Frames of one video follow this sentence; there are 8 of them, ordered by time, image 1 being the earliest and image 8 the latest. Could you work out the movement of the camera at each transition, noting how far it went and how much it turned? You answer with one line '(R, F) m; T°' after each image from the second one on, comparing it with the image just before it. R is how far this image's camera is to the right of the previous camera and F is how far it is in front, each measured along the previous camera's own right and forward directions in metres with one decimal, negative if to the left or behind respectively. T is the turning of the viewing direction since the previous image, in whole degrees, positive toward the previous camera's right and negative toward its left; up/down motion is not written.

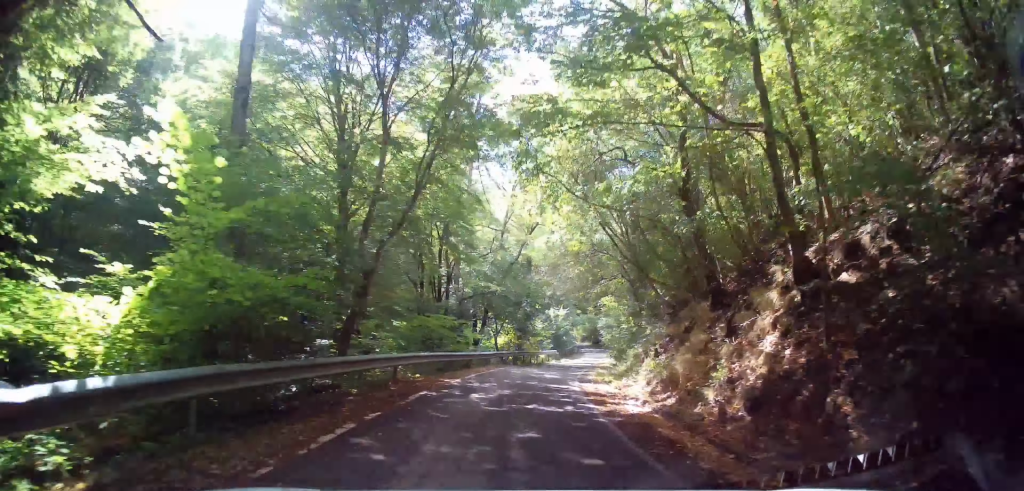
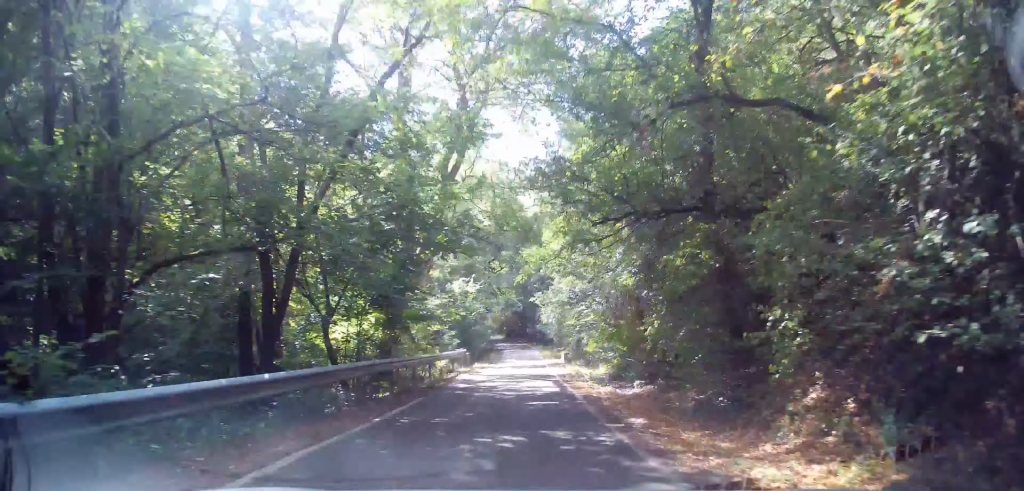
(+0.7, +22.7) m; +6°
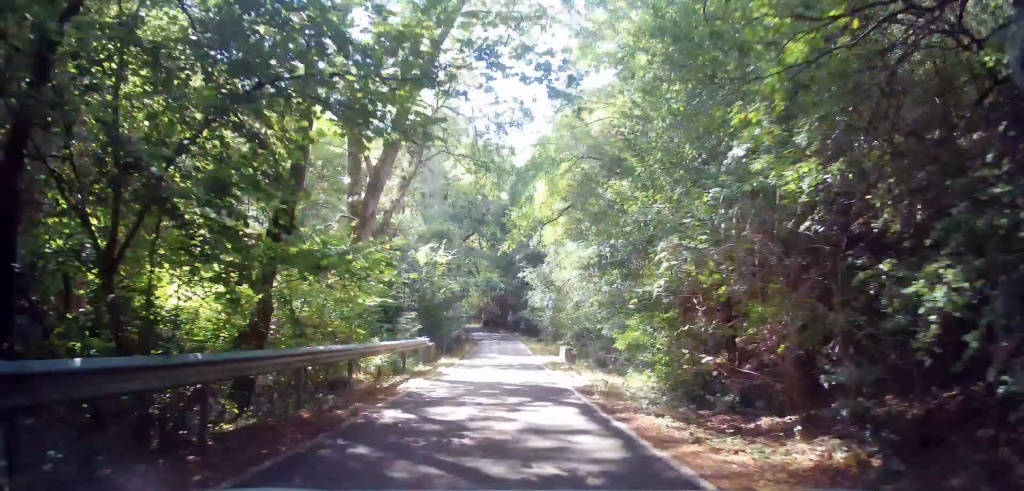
(+0.5, +8.4) m; +4°
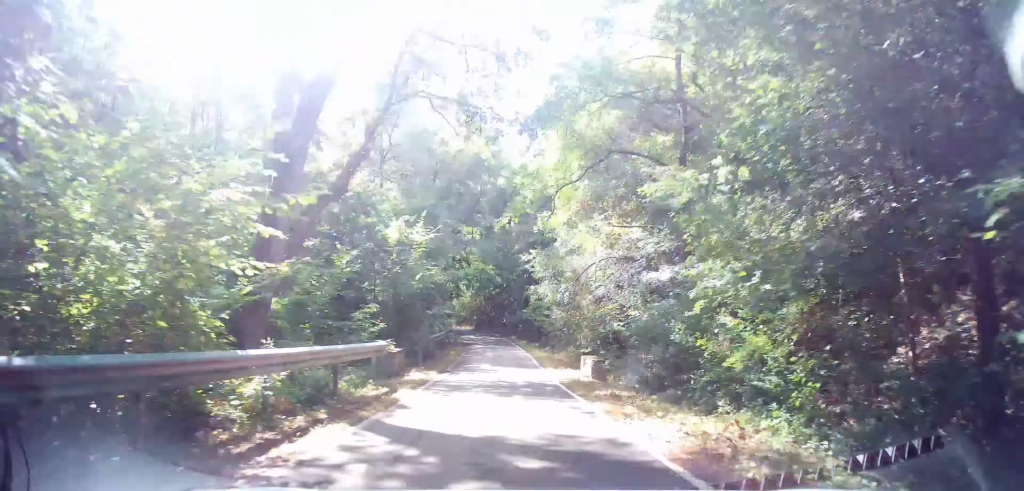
(+0.2, +6.6) m; +4°
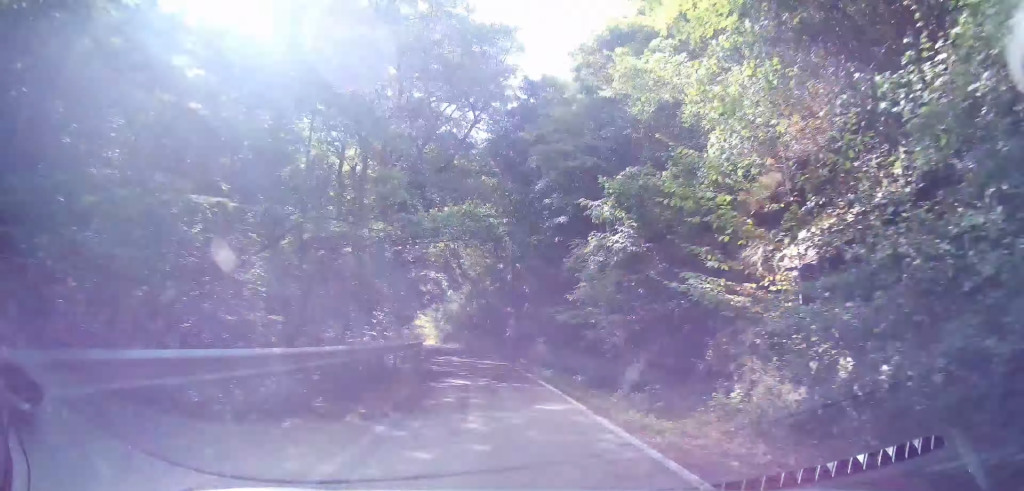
(+0.7, +17.4) m; +3°
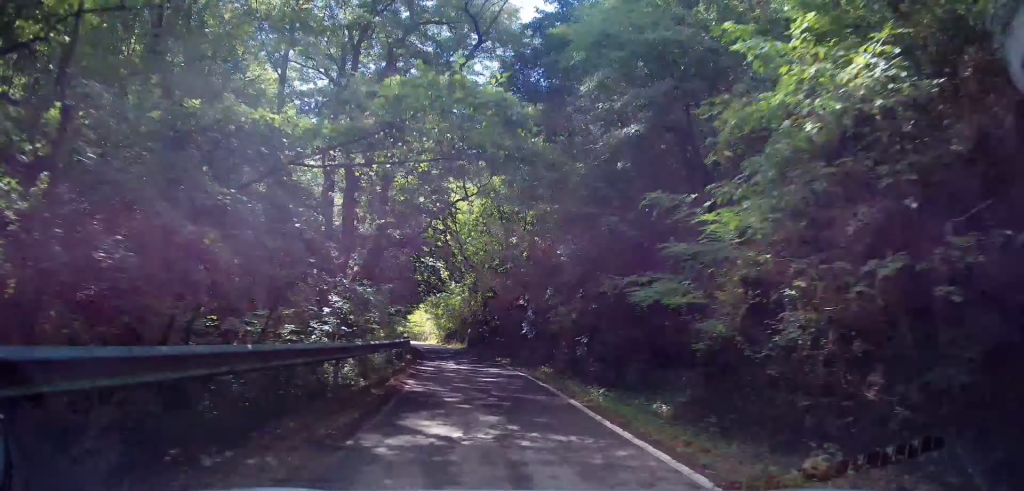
(+0.1, +7.8) m; 0°
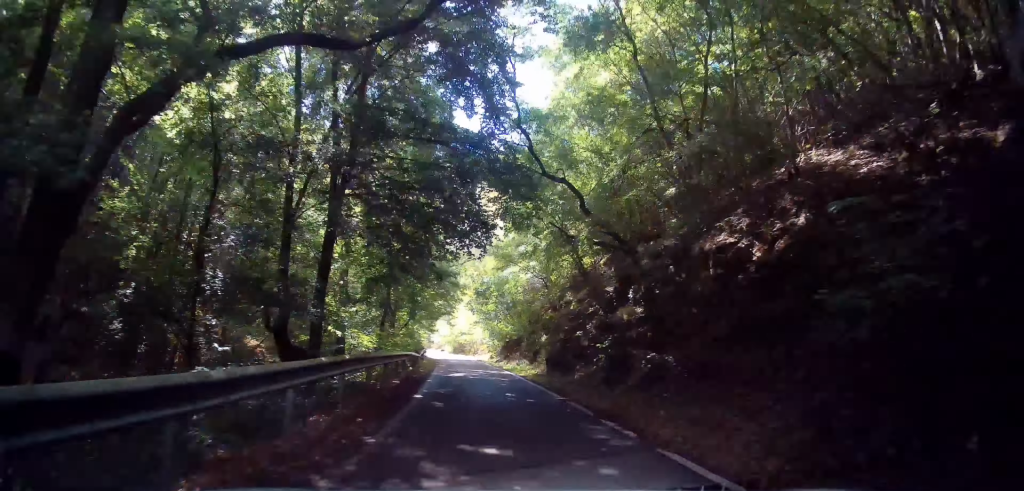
(-1.2, +24.6) m; -5°
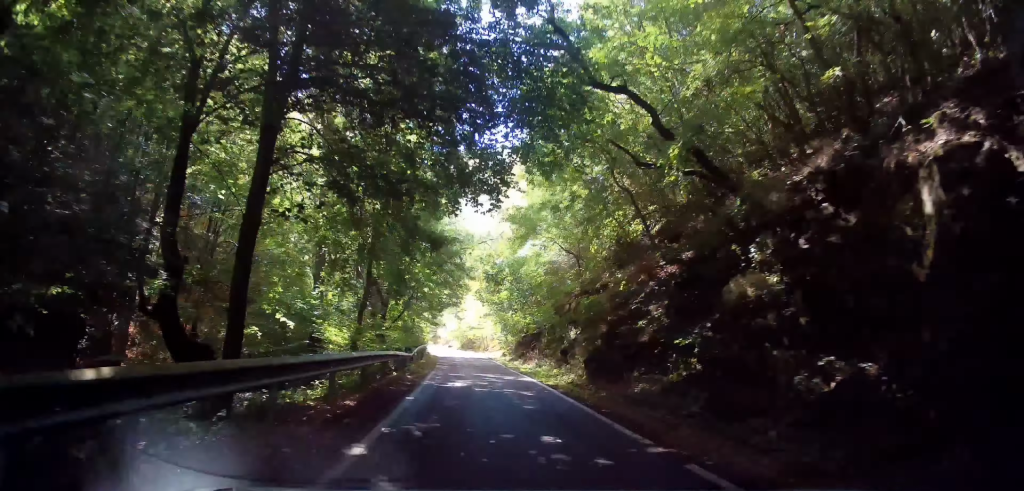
(-0.2, +6.3) m; -1°
